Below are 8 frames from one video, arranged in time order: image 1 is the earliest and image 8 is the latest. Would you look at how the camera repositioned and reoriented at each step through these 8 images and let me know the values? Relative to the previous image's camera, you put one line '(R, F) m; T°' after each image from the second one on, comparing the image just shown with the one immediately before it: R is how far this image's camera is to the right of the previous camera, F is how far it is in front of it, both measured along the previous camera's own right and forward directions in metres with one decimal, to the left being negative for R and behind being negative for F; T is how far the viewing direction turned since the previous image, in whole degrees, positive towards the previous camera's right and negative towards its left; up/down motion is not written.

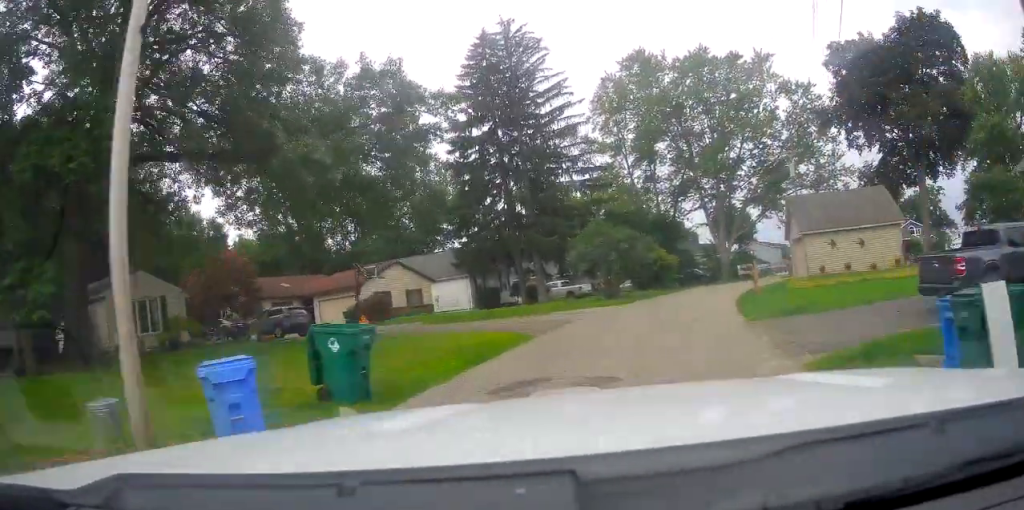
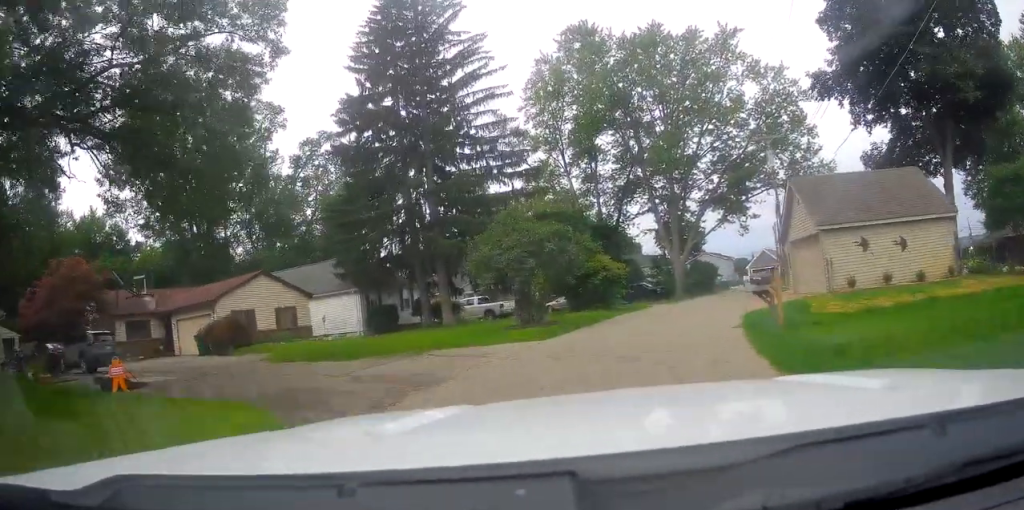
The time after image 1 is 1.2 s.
(+0.9, +10.4) m; +9°
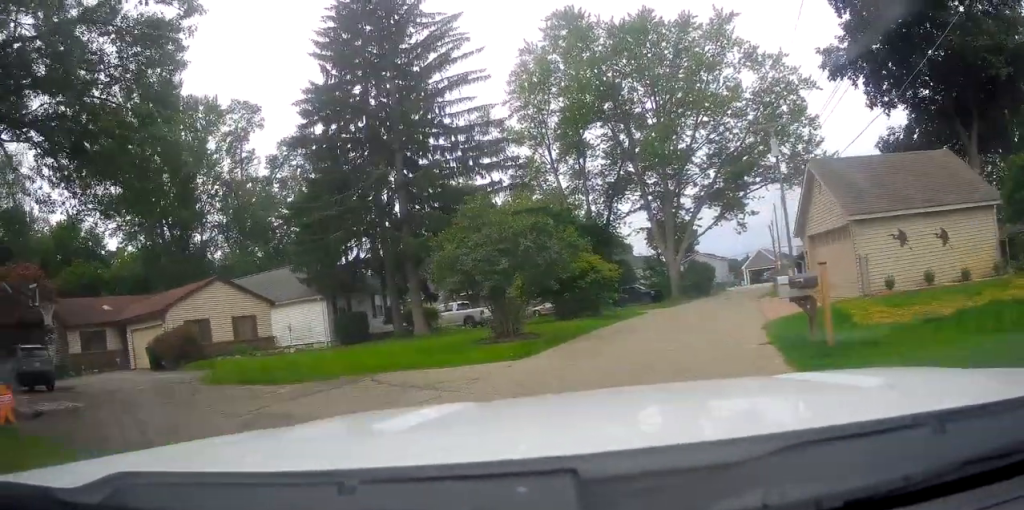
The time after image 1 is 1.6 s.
(0.0, +3.5) m; +3°
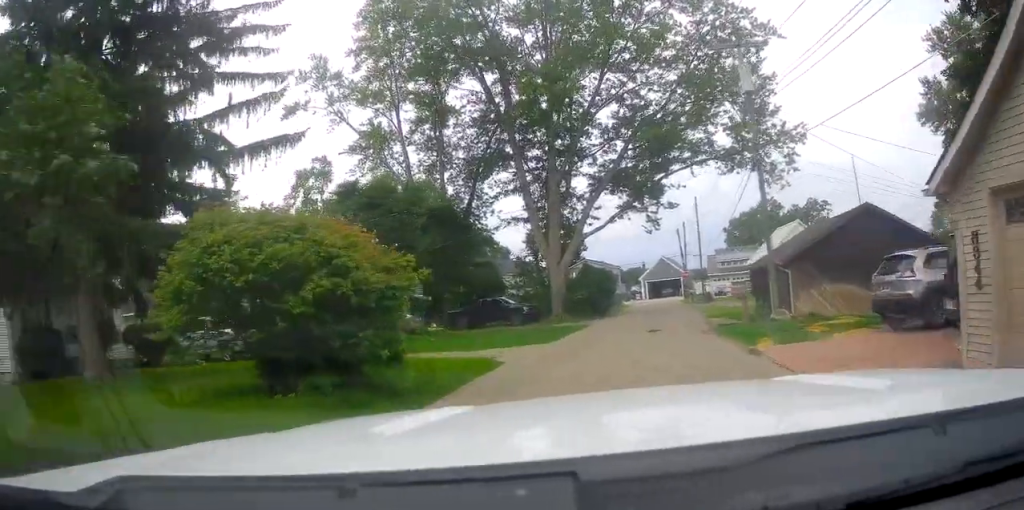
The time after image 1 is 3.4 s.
(+1.6, +15.6) m; +10°
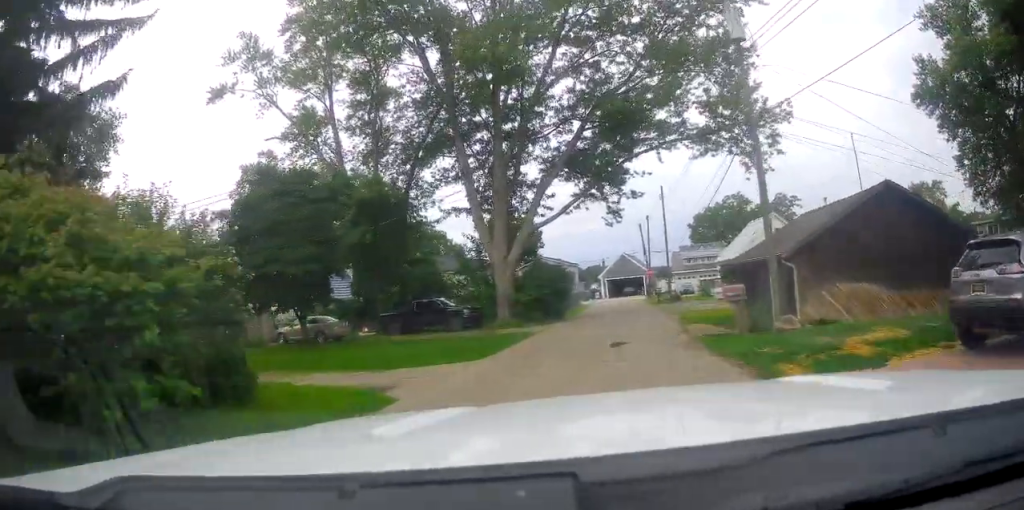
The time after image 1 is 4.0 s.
(+0.1, +4.9) m; +3°
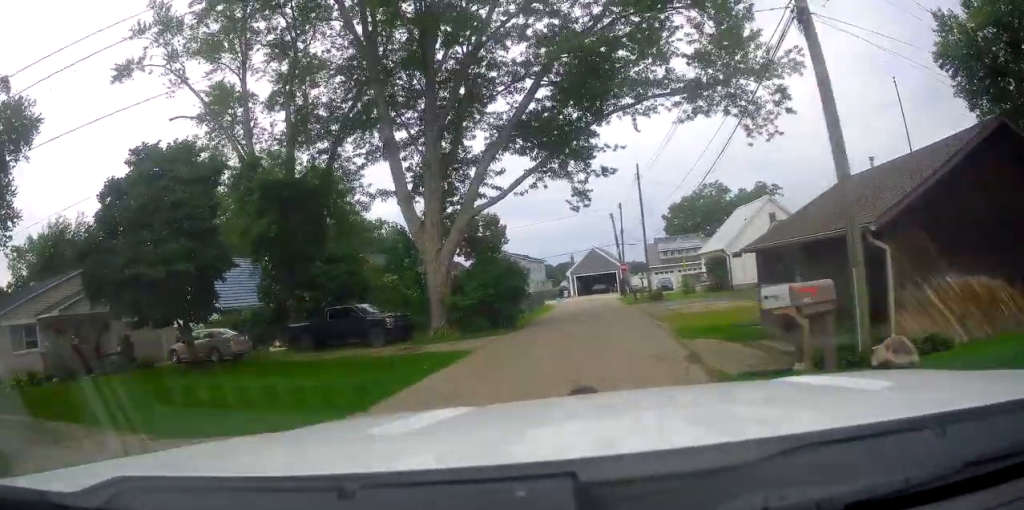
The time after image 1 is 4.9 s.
(+0.2, +7.1) m; +4°
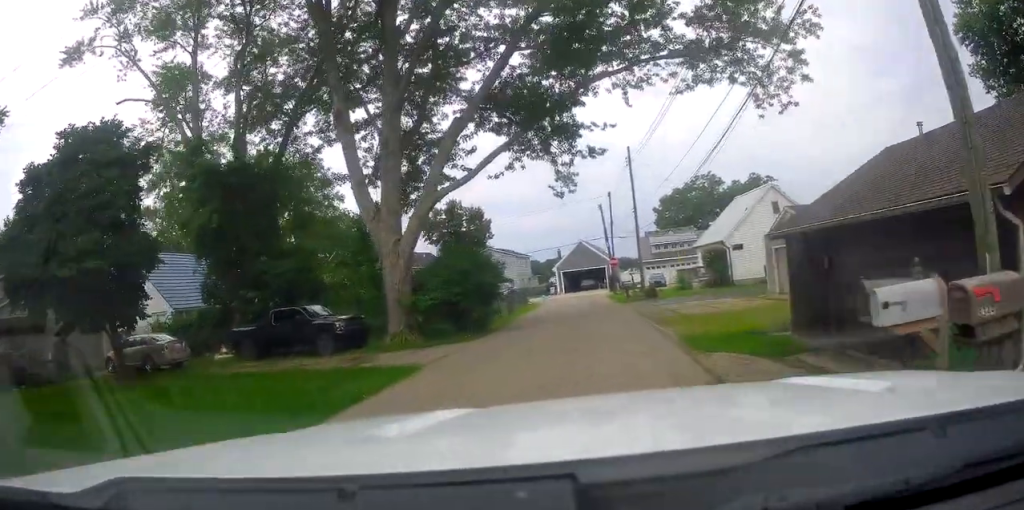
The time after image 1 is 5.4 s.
(+0.3, +3.9) m; +1°
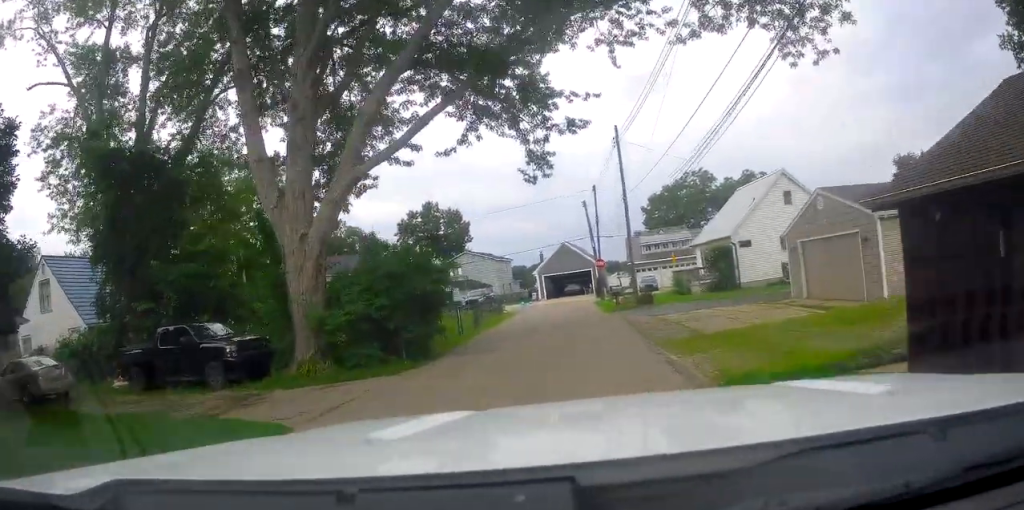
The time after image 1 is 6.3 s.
(-0.2, +6.8) m; +2°
